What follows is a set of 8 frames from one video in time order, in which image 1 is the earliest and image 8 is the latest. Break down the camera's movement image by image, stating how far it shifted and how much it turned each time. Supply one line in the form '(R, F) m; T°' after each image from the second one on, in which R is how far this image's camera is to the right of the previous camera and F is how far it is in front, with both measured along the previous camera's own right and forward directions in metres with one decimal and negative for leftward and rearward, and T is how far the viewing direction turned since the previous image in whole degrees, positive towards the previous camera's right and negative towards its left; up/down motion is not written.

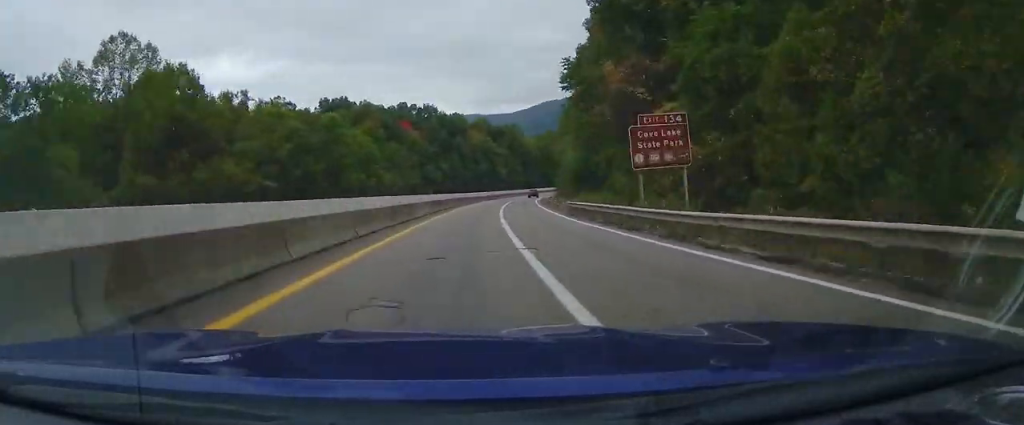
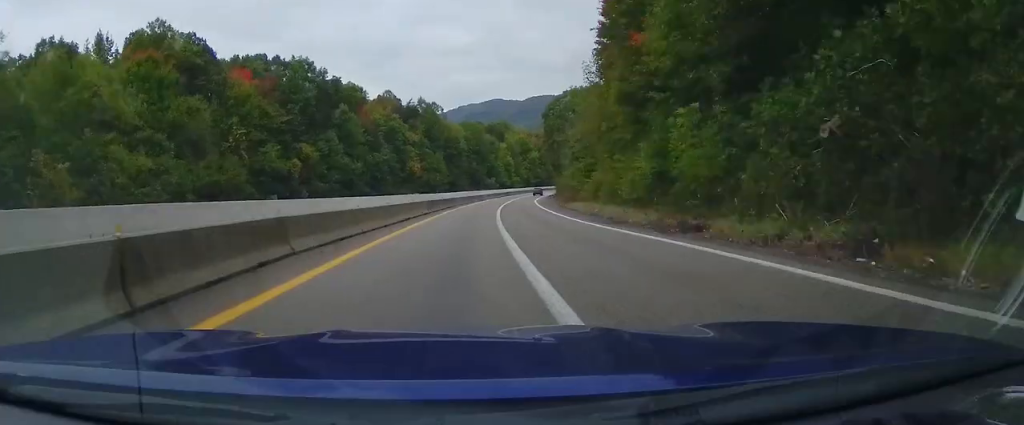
(+8.8, +84.7) m; +8°
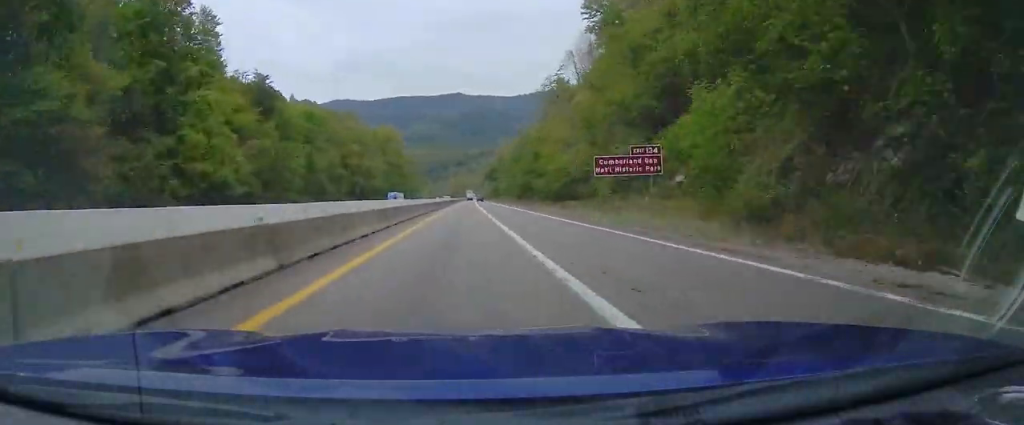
(+55.0, +274.6) m; +18°
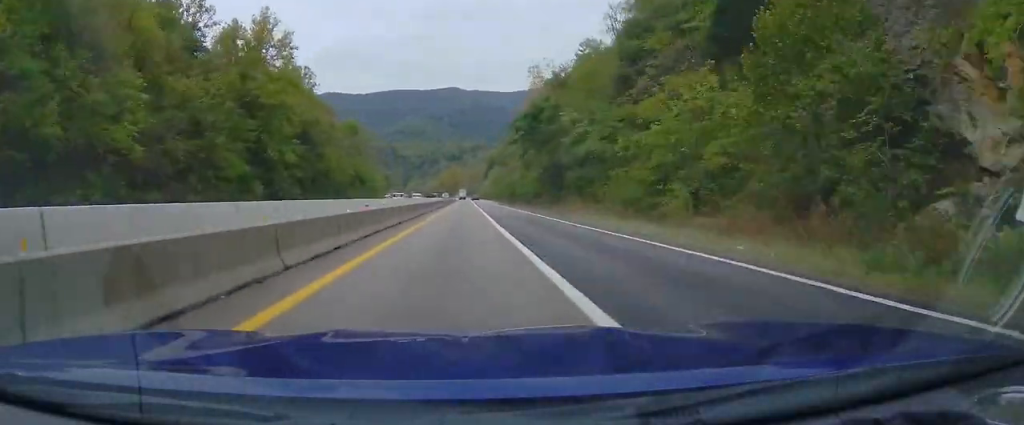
(+4.2, +156.2) m; +1°
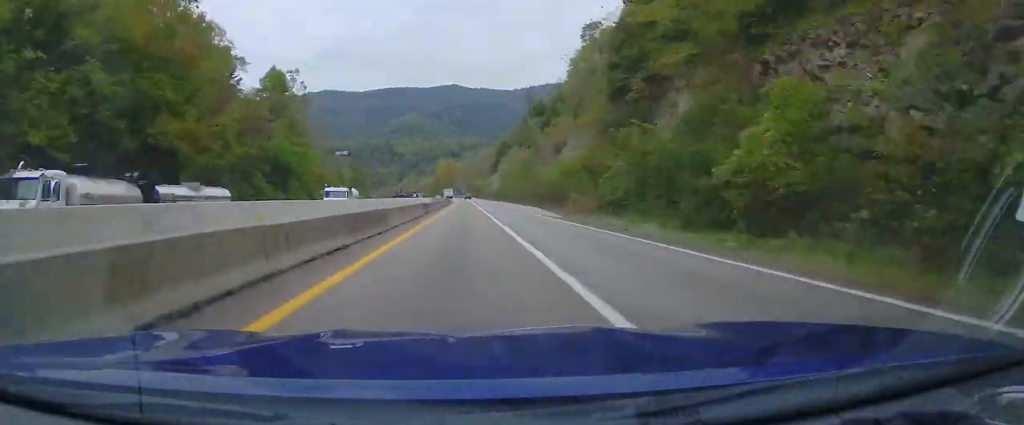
(-0.4, +81.3) m; -3°
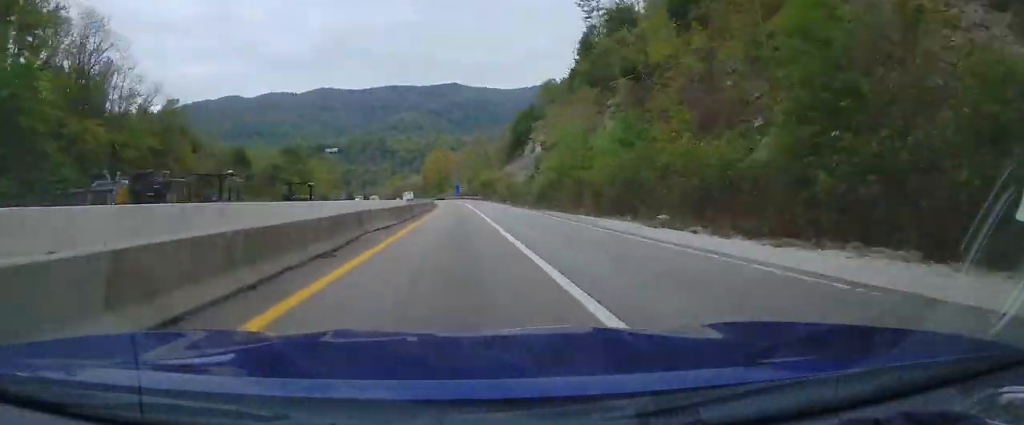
(+2.1, +81.4) m; -4°
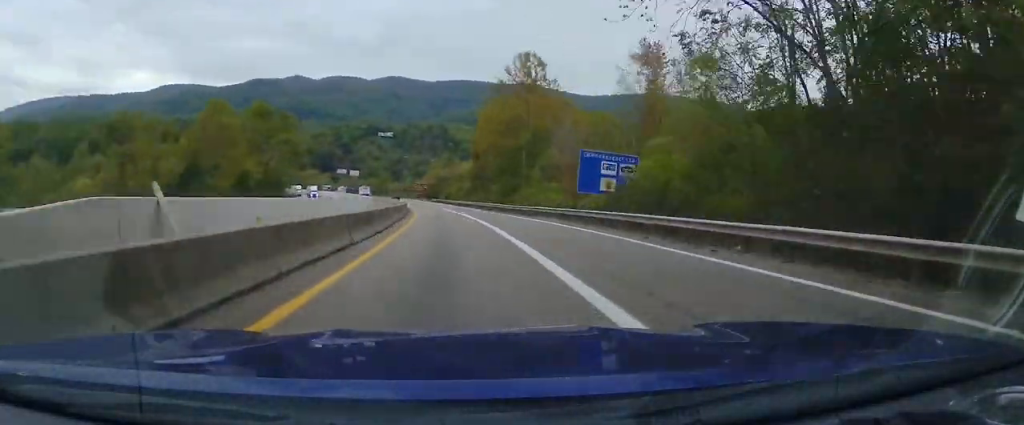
(-14.6, +140.6) m; -7°
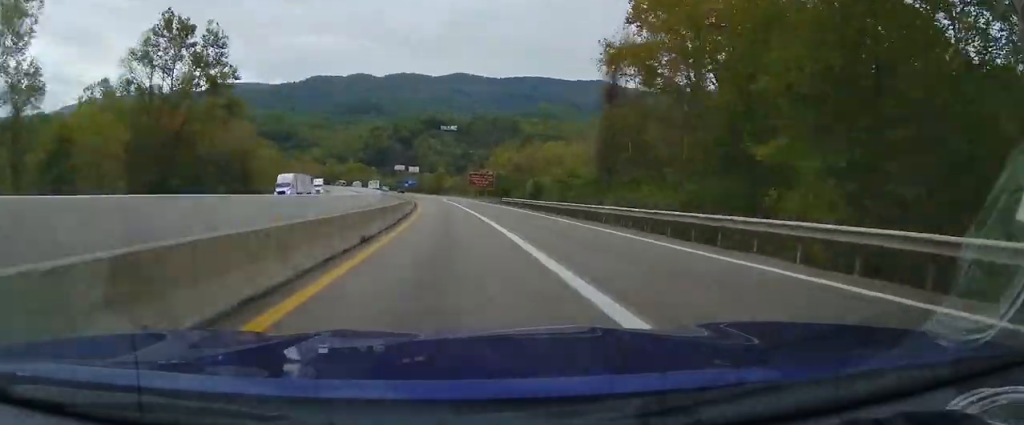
(+0.6, +68.6) m; -4°
